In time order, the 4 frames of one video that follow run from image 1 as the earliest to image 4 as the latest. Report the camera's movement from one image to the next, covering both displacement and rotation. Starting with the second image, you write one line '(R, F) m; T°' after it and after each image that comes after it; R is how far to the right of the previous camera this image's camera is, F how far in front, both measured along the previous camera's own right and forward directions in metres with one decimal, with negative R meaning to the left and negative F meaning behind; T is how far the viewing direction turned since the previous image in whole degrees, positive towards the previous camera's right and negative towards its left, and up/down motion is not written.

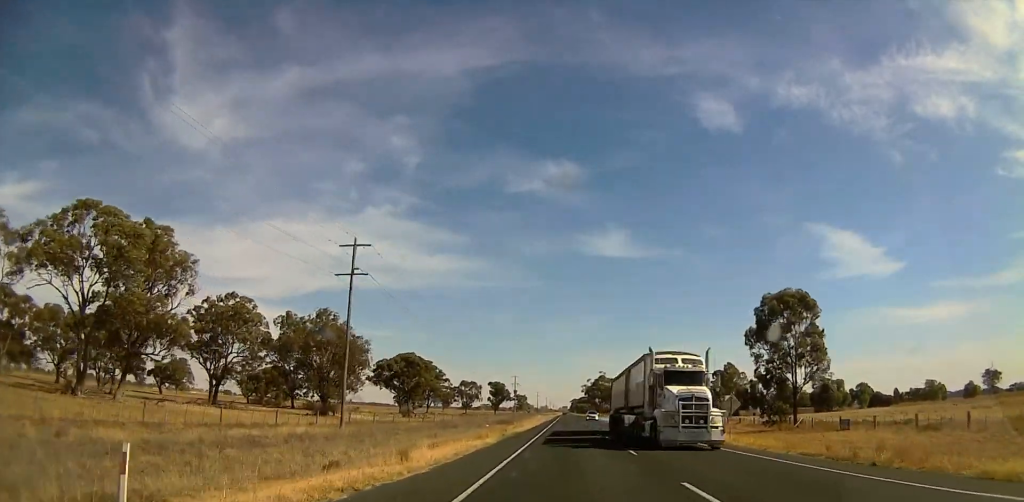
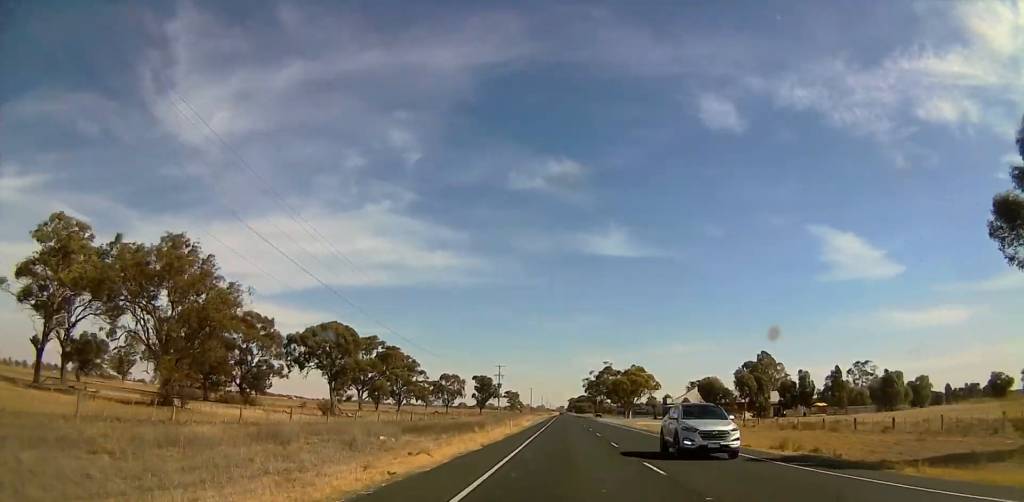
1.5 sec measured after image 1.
(+1.6, +47.0) m; +2°
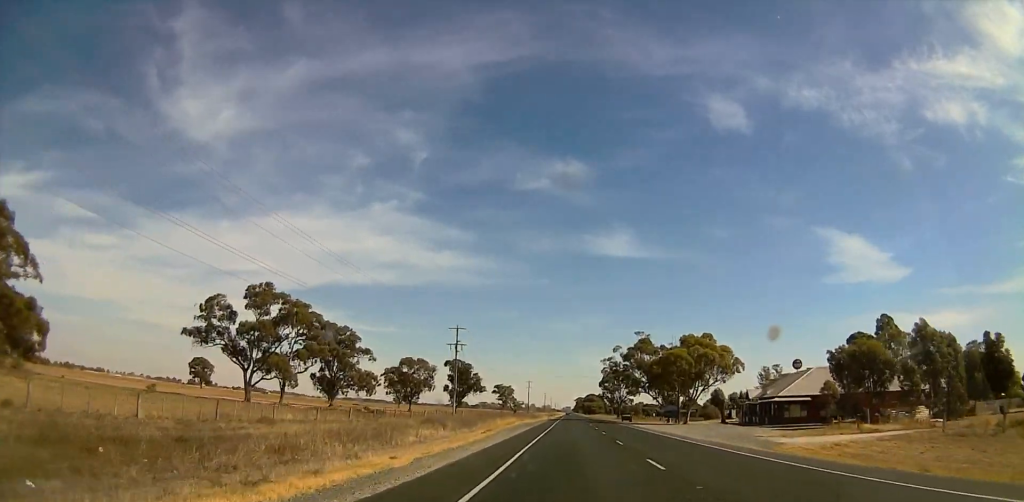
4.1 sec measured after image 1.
(-2.5, +77.4) m; -2°
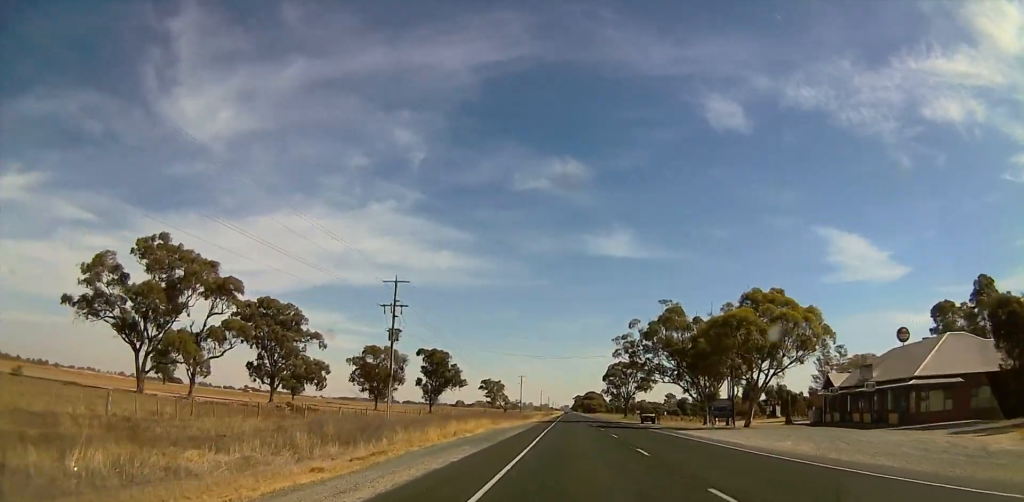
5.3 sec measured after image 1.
(+0.3, +33.8) m; +1°
